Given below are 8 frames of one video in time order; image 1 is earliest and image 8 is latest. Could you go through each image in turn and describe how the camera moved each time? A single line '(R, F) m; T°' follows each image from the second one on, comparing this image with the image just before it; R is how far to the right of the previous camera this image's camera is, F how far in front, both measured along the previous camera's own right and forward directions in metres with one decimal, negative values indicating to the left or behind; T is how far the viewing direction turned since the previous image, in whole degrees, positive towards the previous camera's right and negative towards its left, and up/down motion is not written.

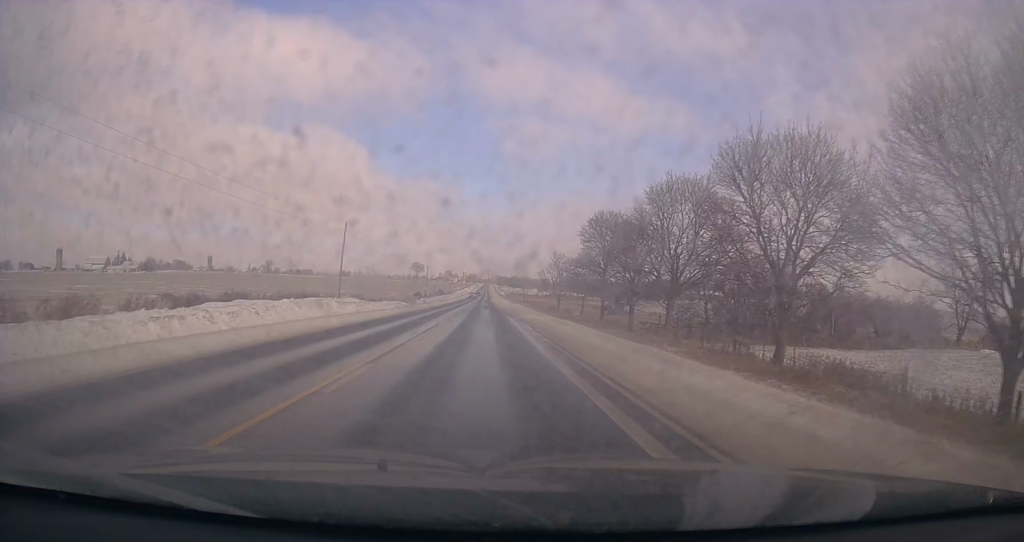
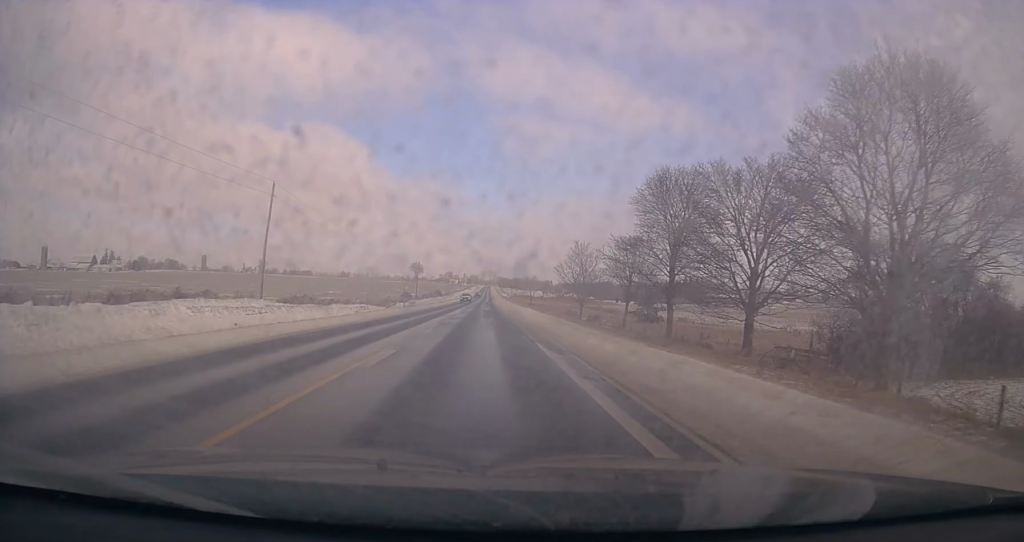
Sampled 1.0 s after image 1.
(+0.1, +23.5) m; 0°
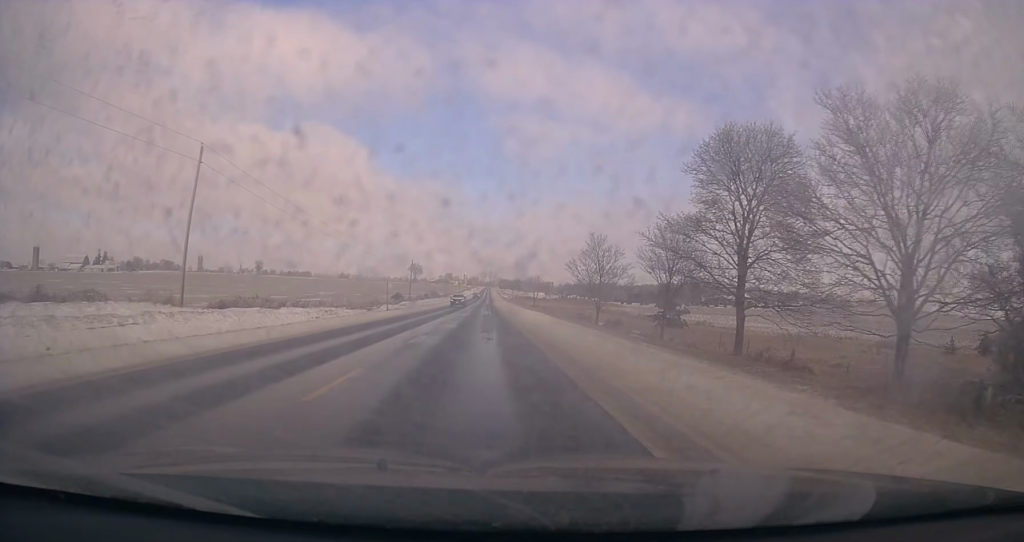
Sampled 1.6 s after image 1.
(+0.1, +12.1) m; 0°
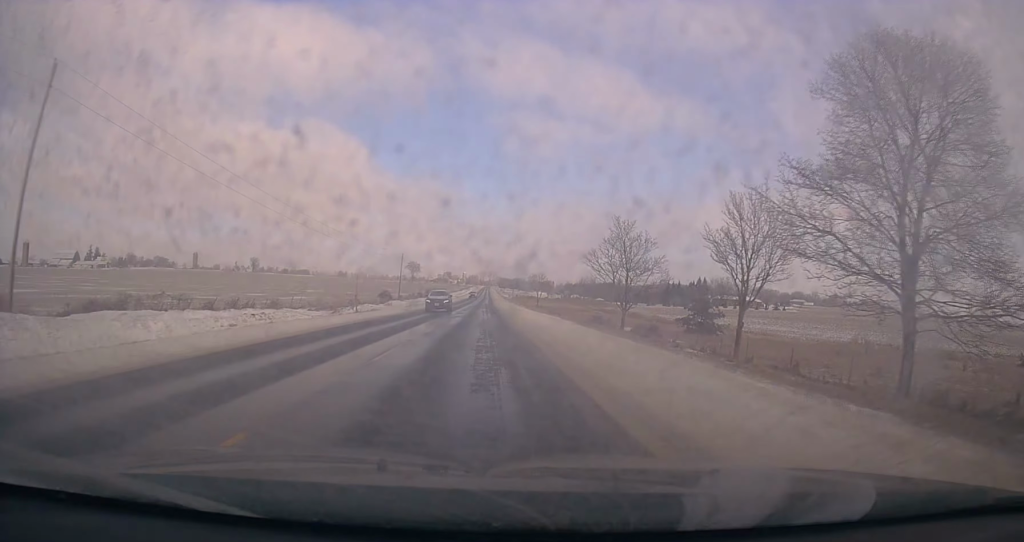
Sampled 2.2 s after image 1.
(-0.2, +14.1) m; -1°
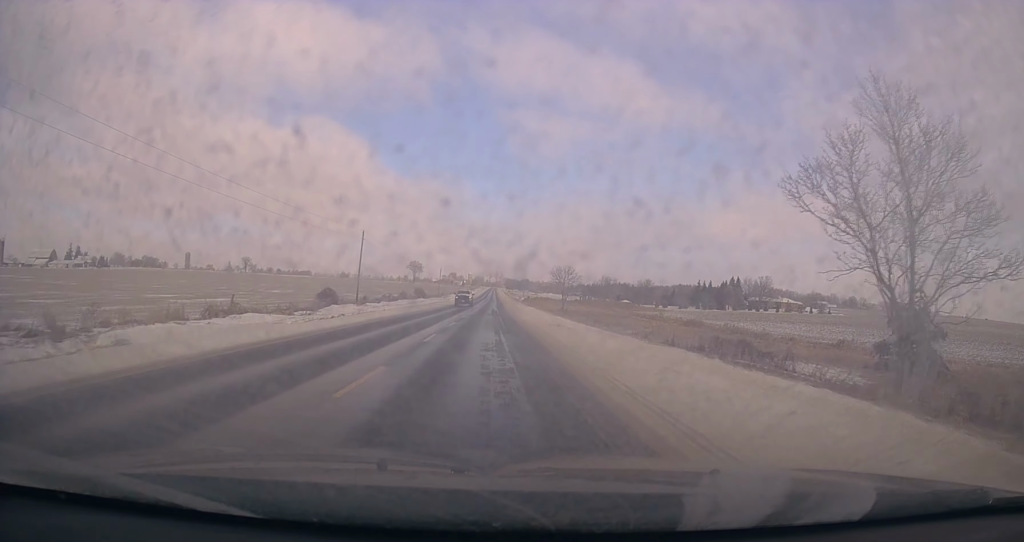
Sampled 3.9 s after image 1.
(+0.3, +38.7) m; 0°
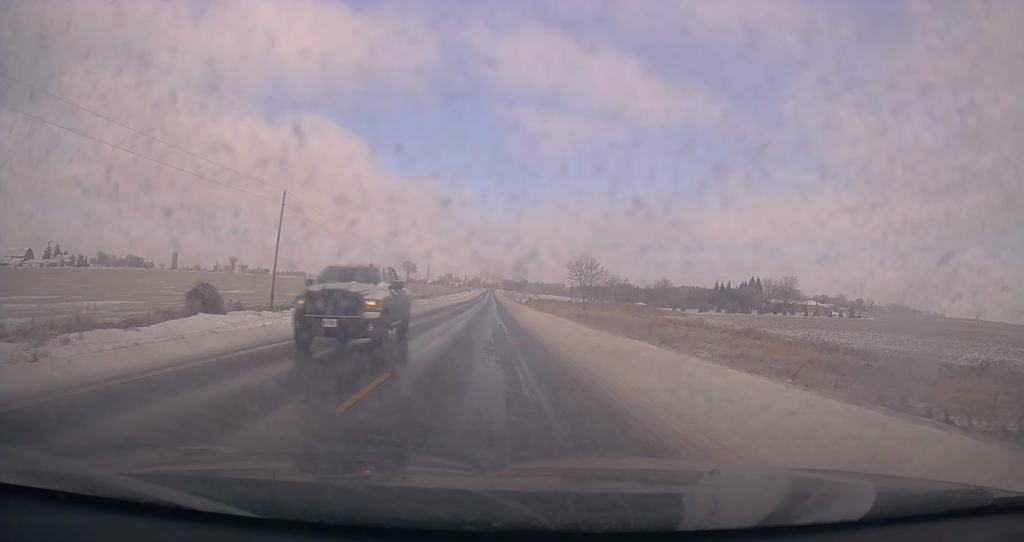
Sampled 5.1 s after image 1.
(-0.3, +26.1) m; -1°
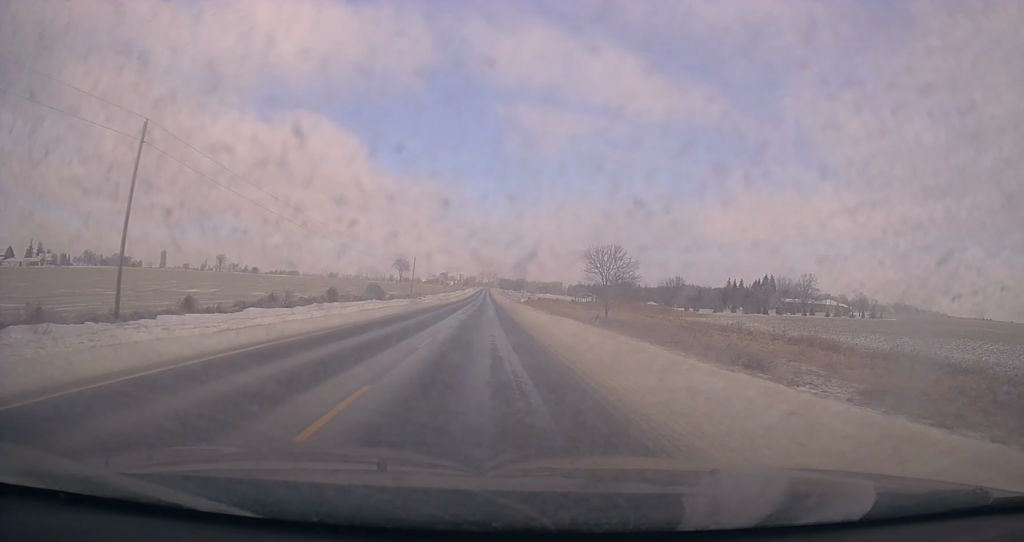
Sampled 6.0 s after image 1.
(0.0, +17.8) m; +1°
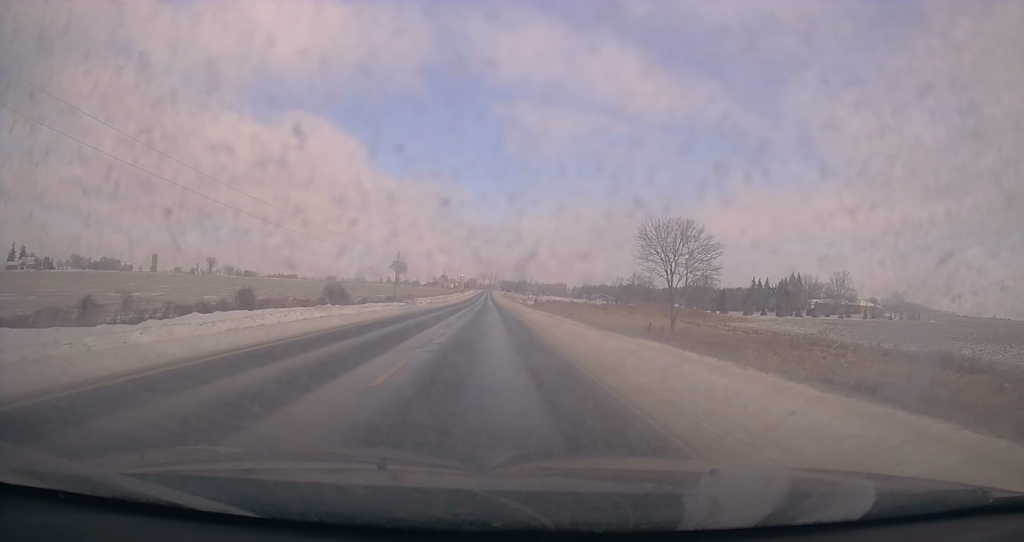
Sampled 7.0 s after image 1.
(+0.3, +24.9) m; +1°
